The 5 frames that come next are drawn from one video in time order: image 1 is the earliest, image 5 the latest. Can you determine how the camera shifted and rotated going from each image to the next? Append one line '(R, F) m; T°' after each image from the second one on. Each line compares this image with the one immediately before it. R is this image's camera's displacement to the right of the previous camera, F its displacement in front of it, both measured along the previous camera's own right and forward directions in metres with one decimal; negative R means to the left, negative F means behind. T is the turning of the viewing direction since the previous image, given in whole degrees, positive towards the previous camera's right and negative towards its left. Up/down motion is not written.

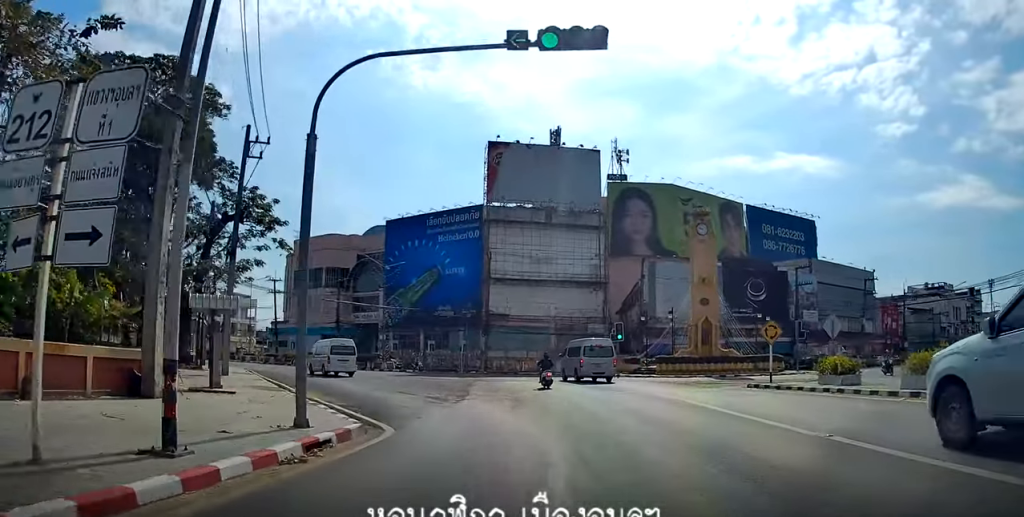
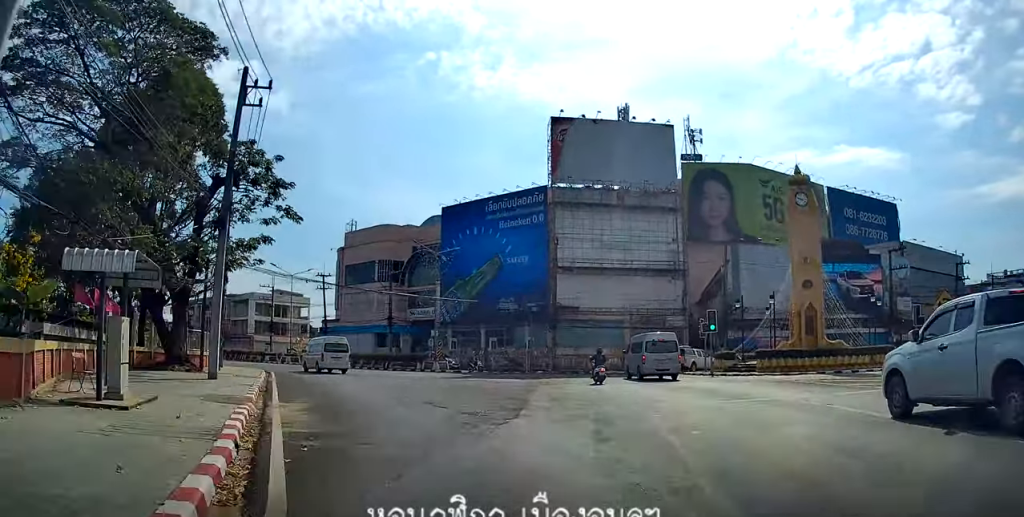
(-0.4, +9.1) m; -4°
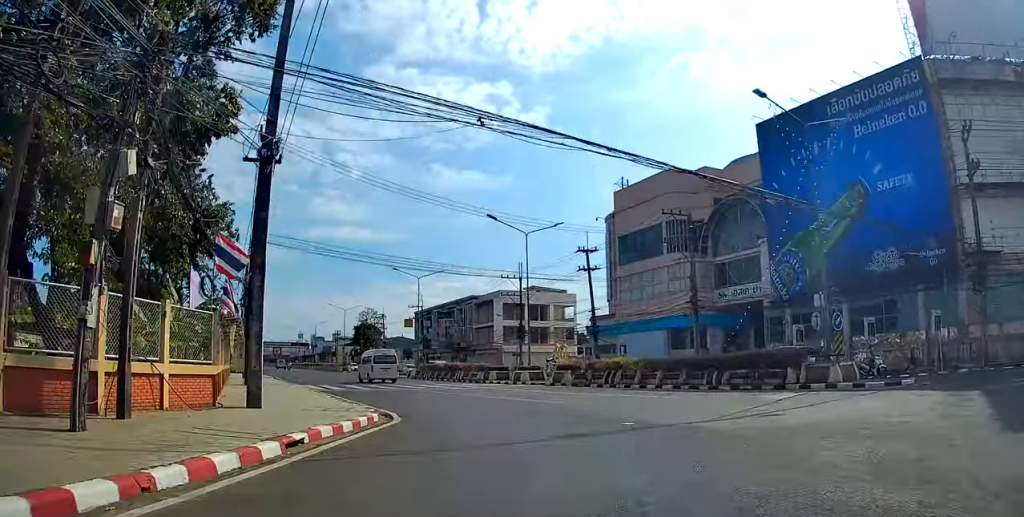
(-4.4, +30.0) m; -17°
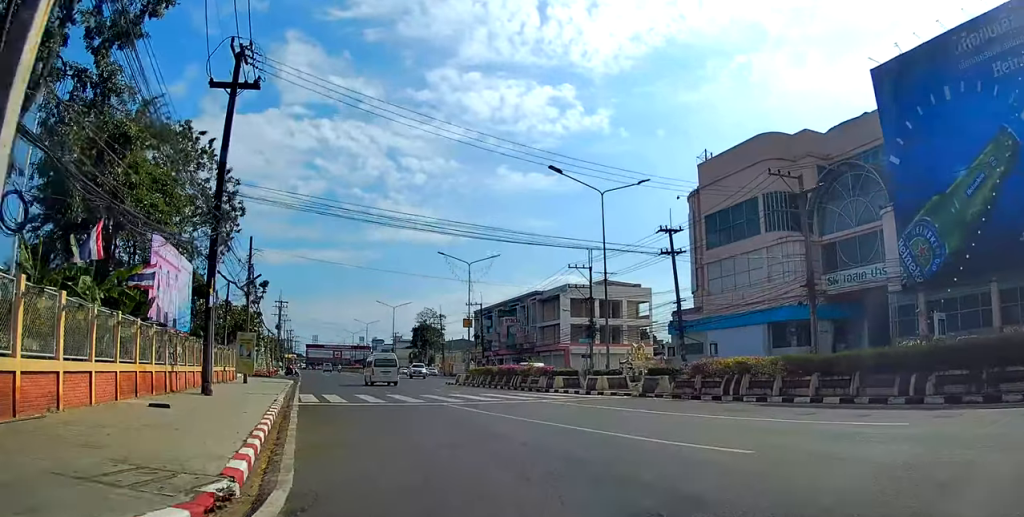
(-0.3, +10.4) m; -5°
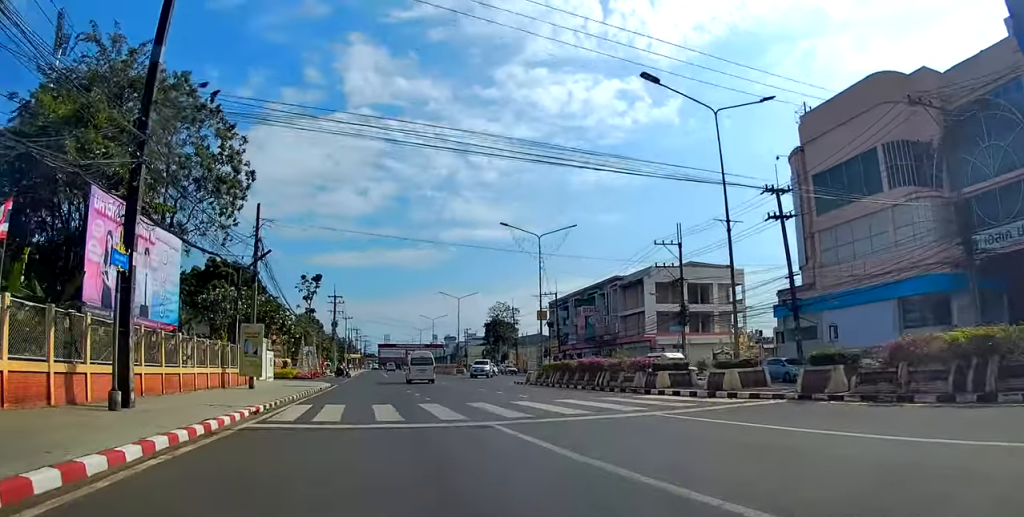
(-0.4, +9.1) m; -5°
